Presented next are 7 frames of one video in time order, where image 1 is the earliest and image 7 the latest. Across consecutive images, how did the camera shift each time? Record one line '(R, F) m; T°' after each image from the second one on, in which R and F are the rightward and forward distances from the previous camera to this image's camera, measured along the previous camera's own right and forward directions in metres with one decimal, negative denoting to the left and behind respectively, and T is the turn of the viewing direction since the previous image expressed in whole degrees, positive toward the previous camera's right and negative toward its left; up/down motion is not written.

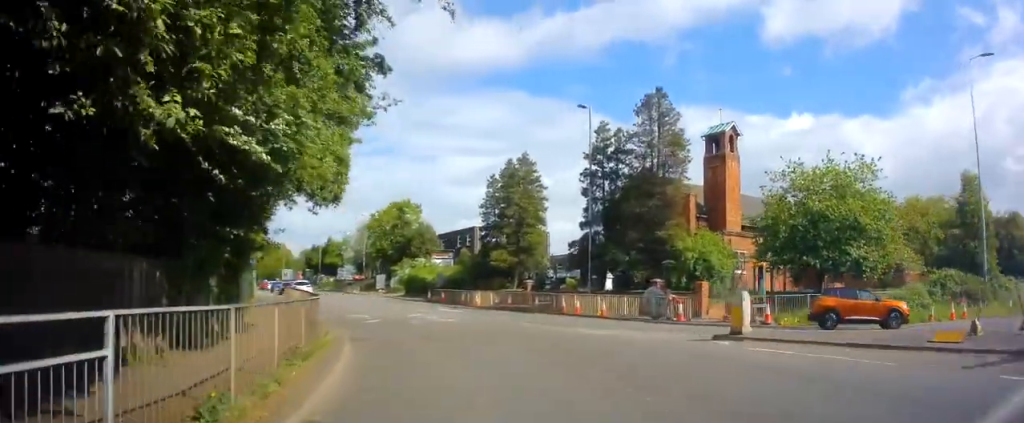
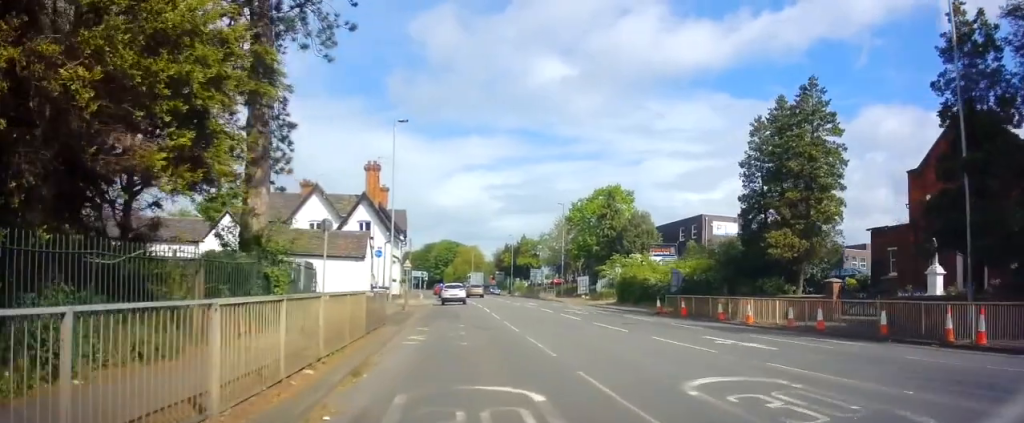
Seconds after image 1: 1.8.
(-2.6, +16.6) m; -15°
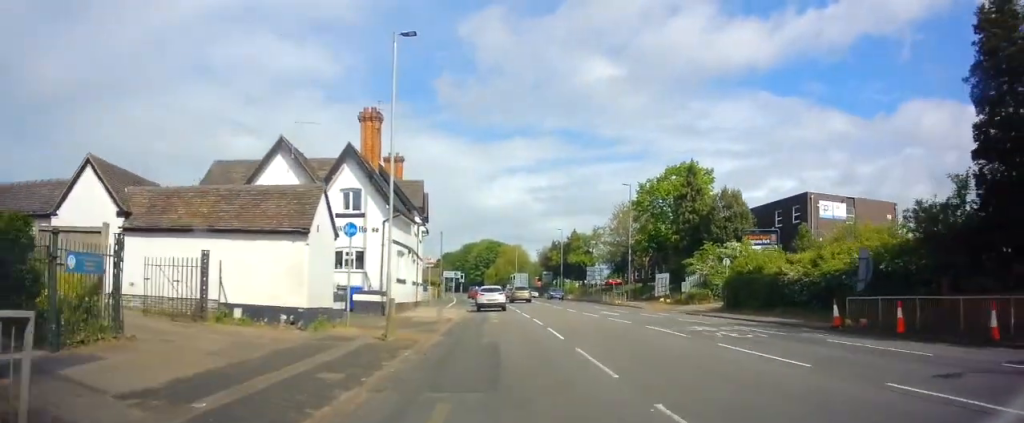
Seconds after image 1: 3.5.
(-0.8, +14.8) m; -4°
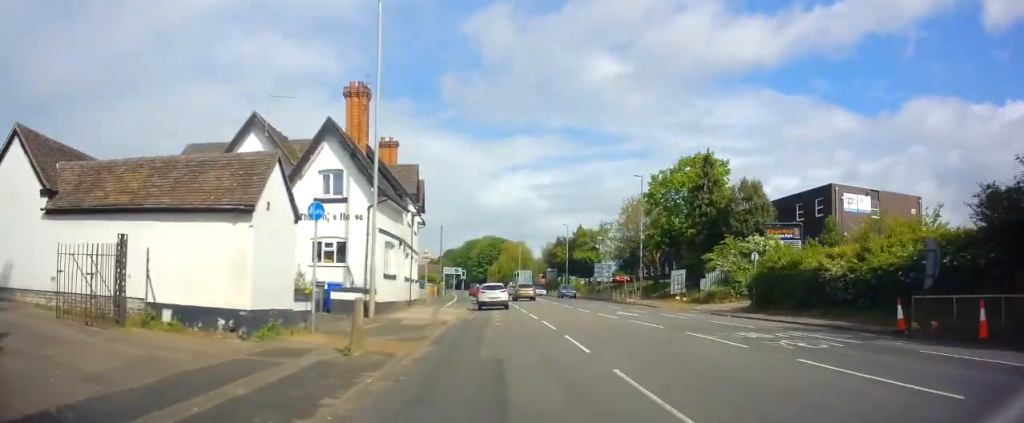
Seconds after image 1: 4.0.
(-0.1, +3.9) m; -1°
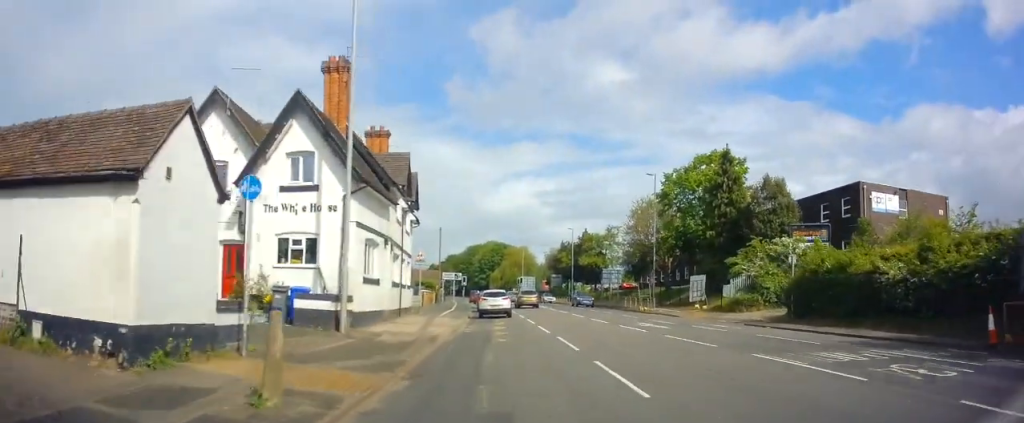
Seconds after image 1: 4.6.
(+0.1, +4.2) m; -2°
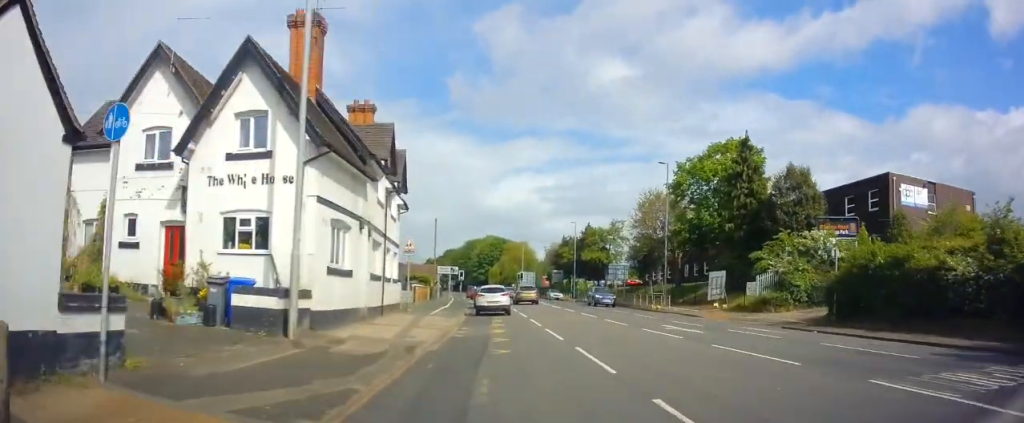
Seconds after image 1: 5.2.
(+0.1, +4.1) m; -2°
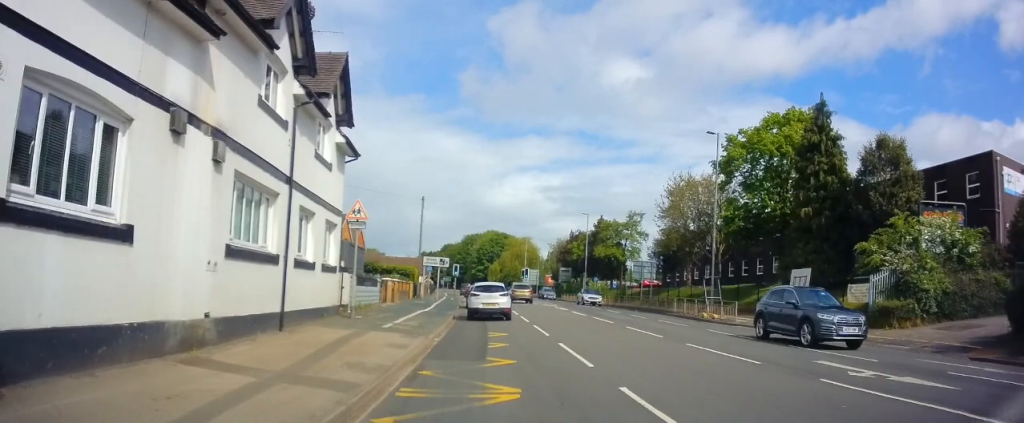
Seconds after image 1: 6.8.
(+0.1, +10.7) m; +3°
